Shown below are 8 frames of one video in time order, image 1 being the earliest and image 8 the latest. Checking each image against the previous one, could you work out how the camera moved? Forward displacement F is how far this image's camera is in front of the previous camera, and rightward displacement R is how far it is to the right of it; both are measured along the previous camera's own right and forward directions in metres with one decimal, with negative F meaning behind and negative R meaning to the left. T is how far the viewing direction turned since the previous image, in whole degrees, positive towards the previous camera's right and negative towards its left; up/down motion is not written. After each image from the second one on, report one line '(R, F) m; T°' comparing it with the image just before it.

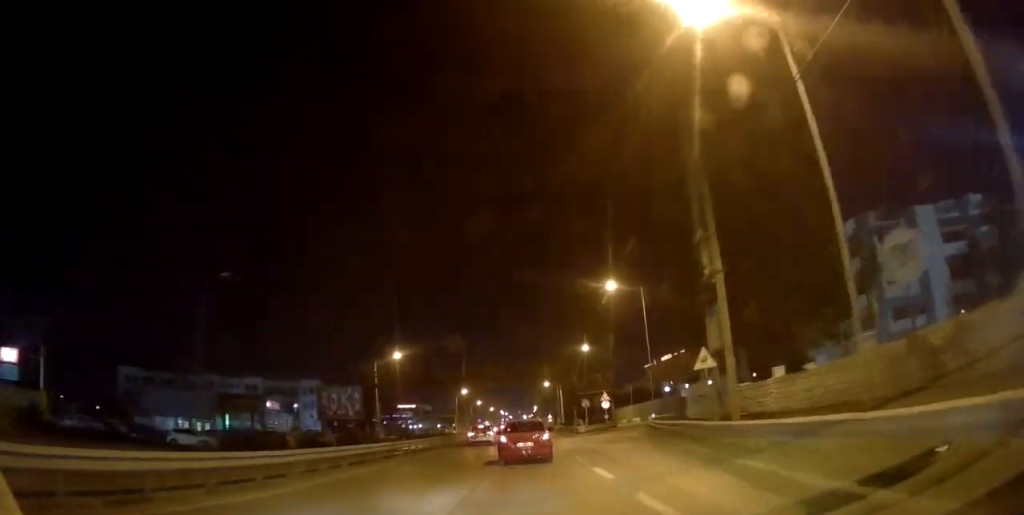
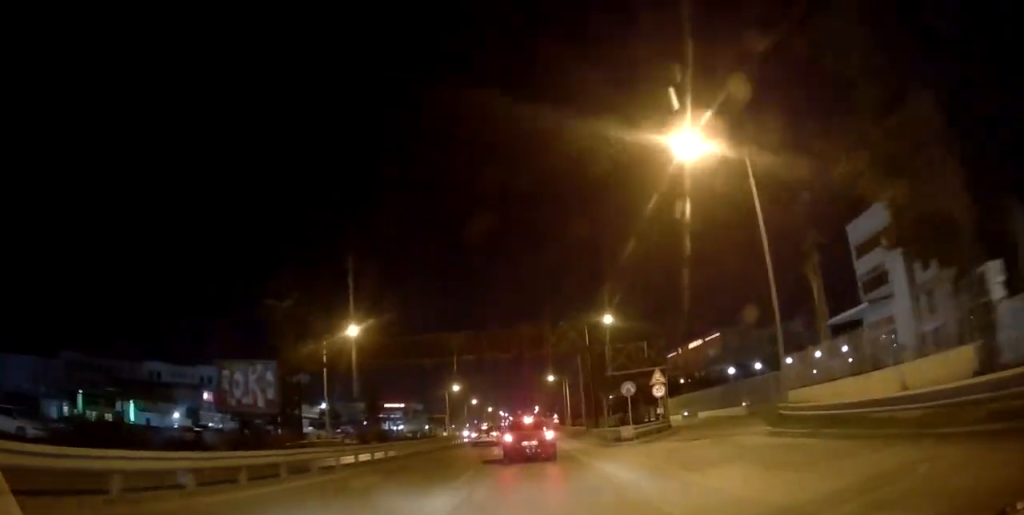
(+0.7, +18.9) m; +2°
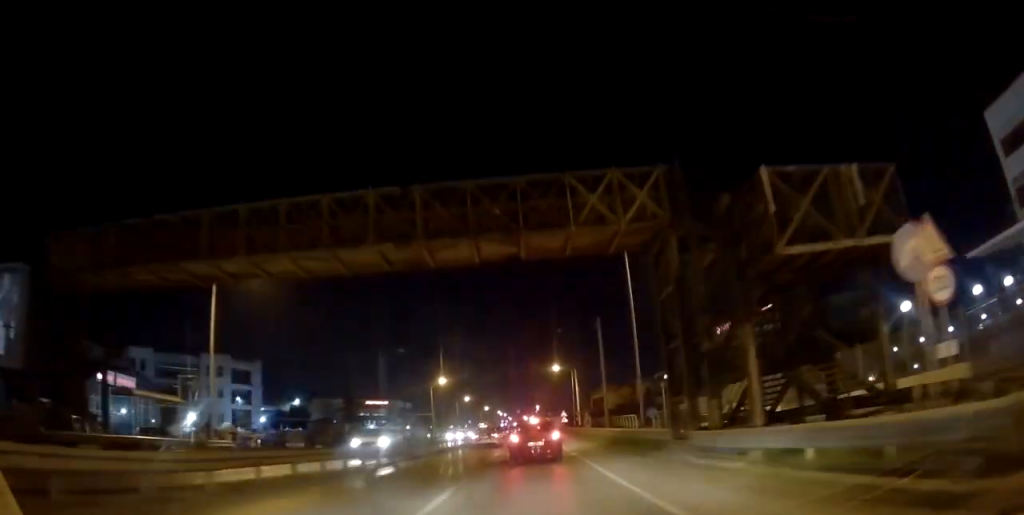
(-0.5, +21.1) m; -3°
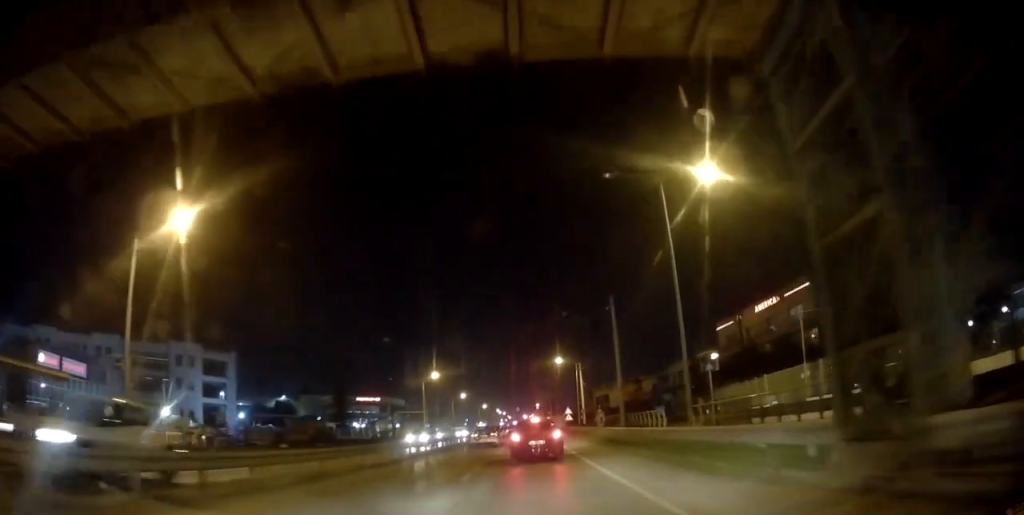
(-0.1, +8.4) m; +1°
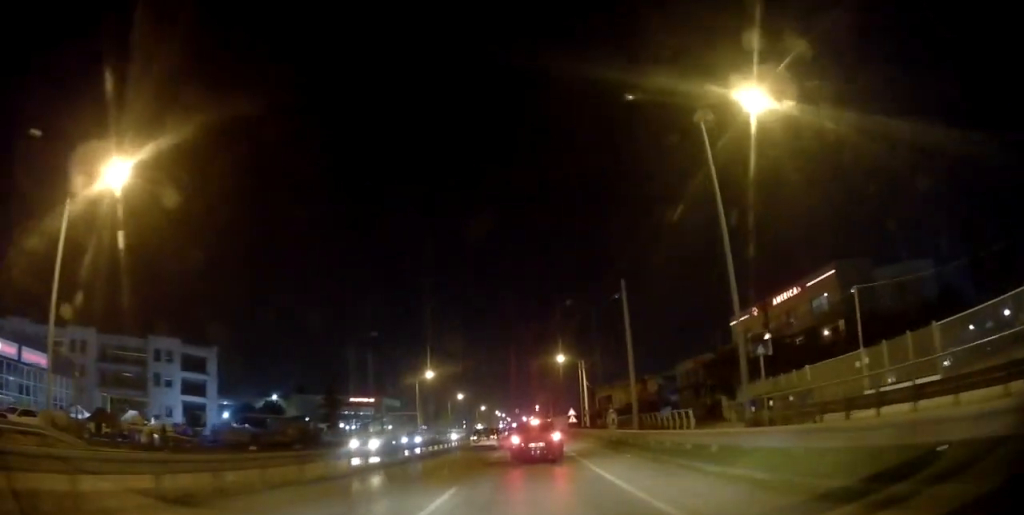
(-0.1, +5.9) m; +1°
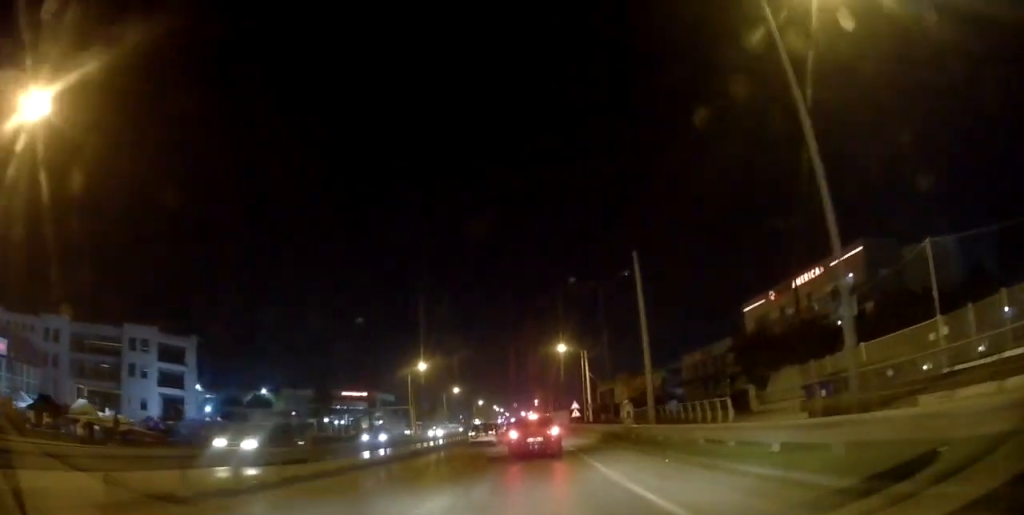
(+0.2, +5.2) m; 0°
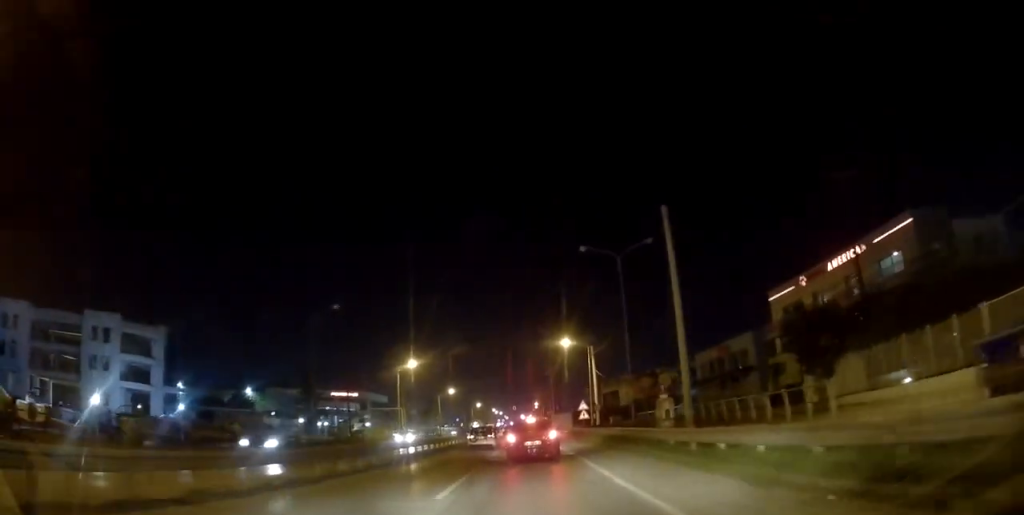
(+0.3, +7.4) m; 0°
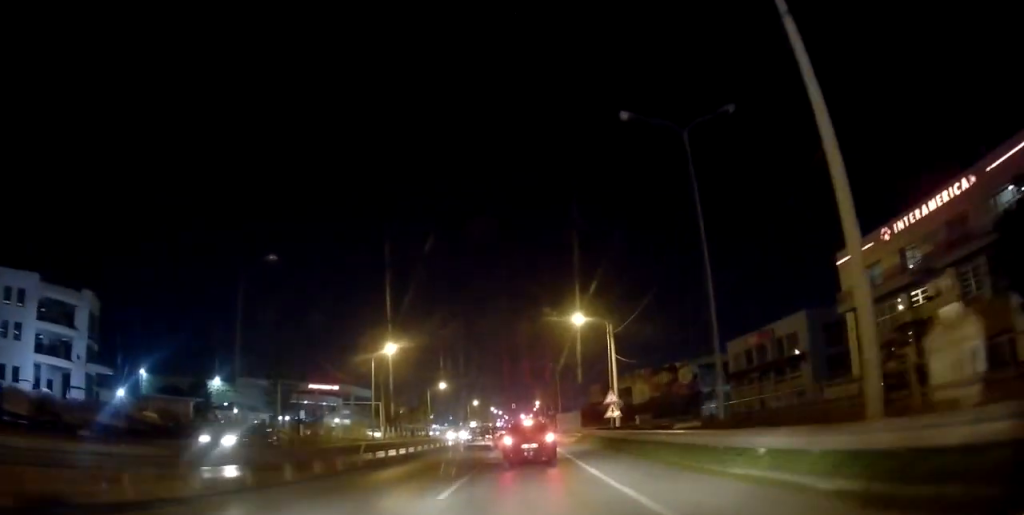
(-0.4, +13.8) m; -2°
